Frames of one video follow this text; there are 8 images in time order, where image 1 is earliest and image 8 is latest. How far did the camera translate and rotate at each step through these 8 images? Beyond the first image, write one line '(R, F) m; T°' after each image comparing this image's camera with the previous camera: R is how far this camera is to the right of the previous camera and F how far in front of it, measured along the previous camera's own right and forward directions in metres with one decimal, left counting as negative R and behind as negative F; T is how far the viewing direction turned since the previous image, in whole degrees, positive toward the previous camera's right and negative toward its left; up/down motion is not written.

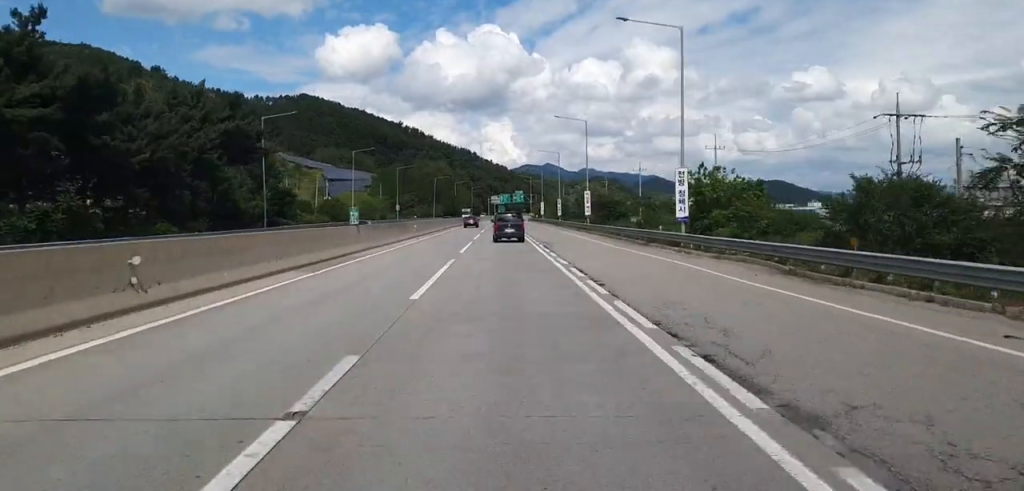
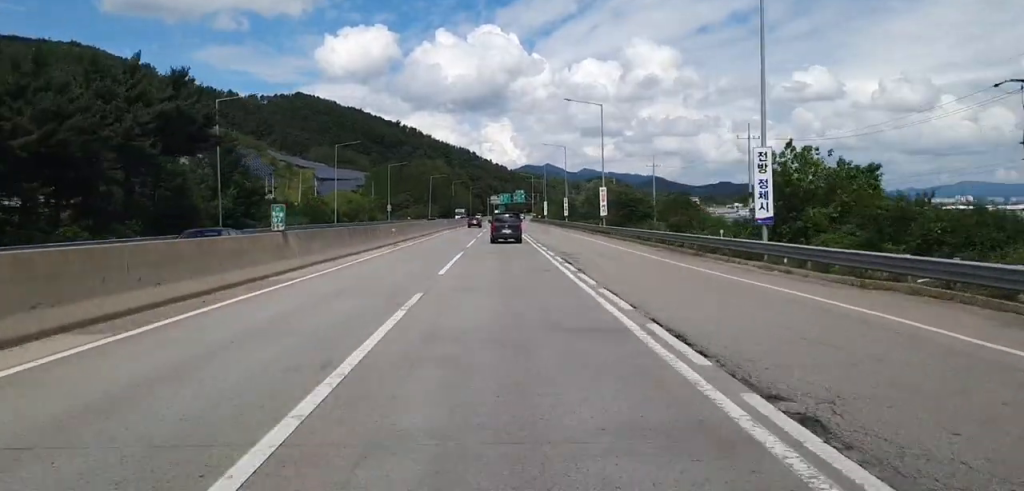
(+0.1, +12.8) m; 0°
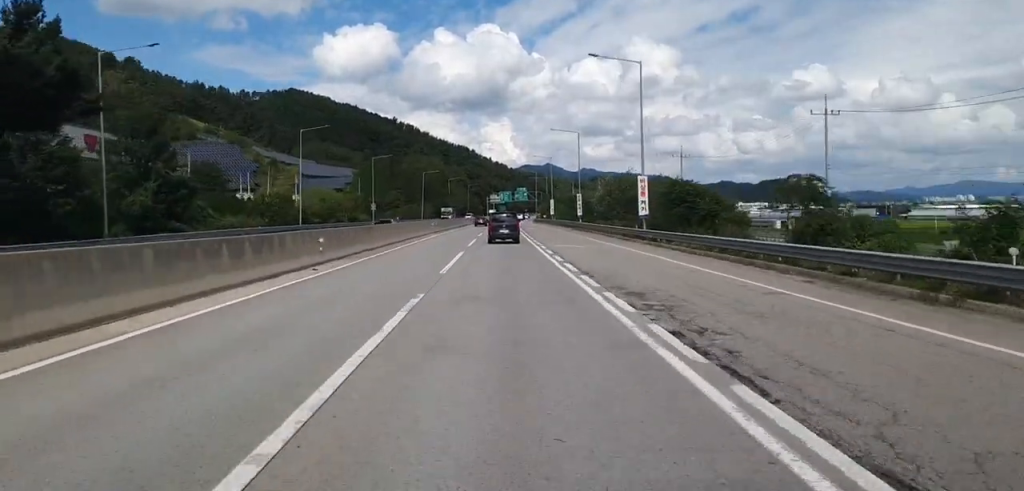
(-0.2, +19.6) m; 0°
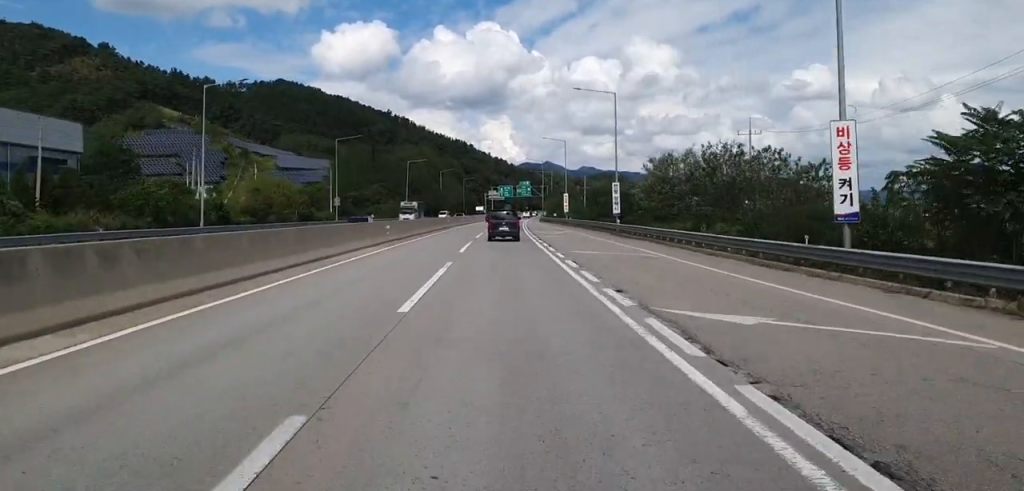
(+0.4, +30.2) m; 0°
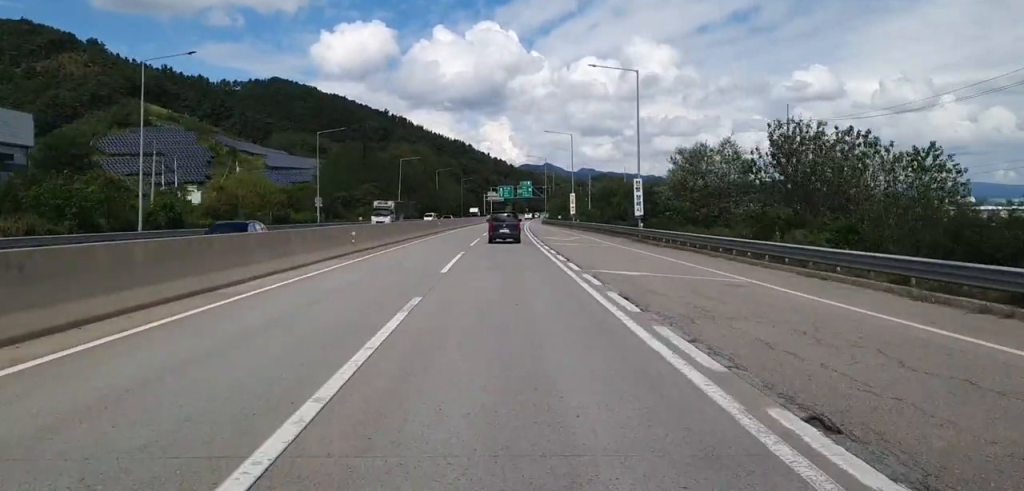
(+0.1, +10.6) m; 0°
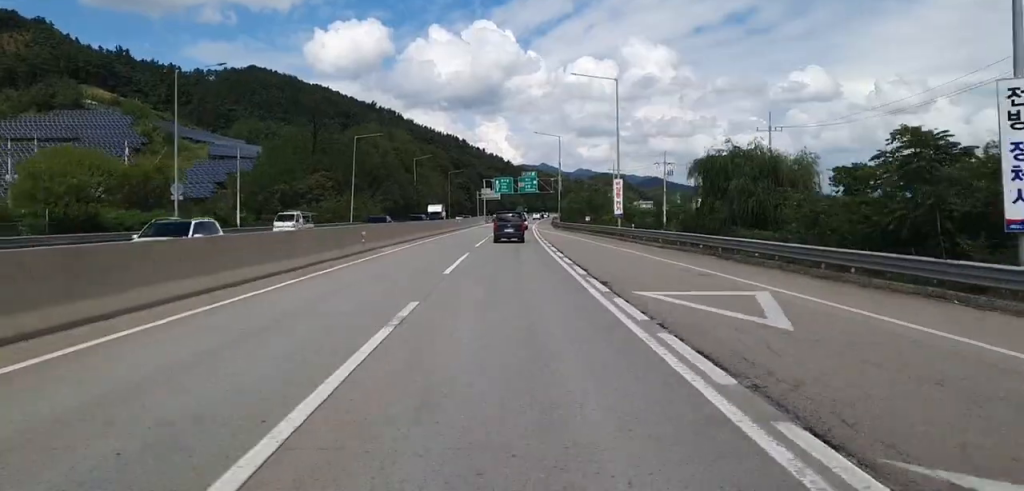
(-0.1, +41.3) m; +1°
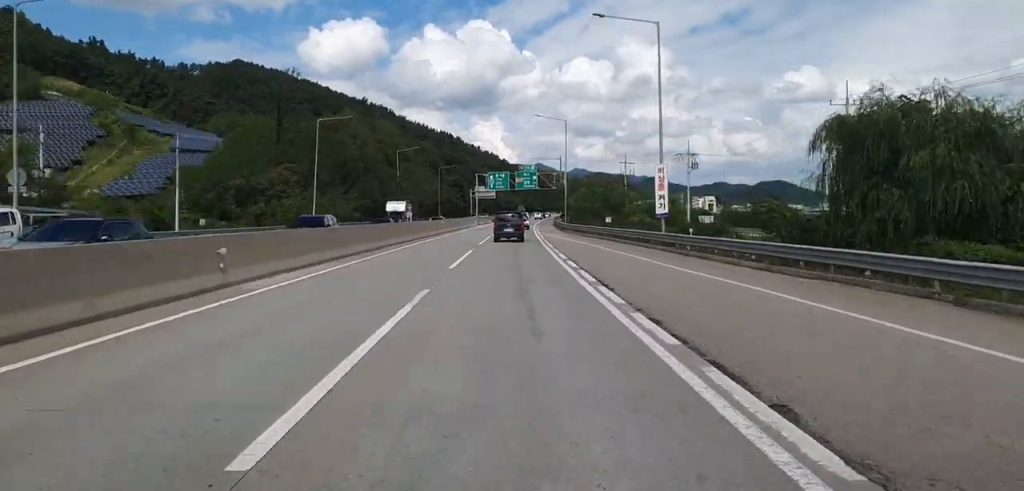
(+0.2, +17.6) m; +1°
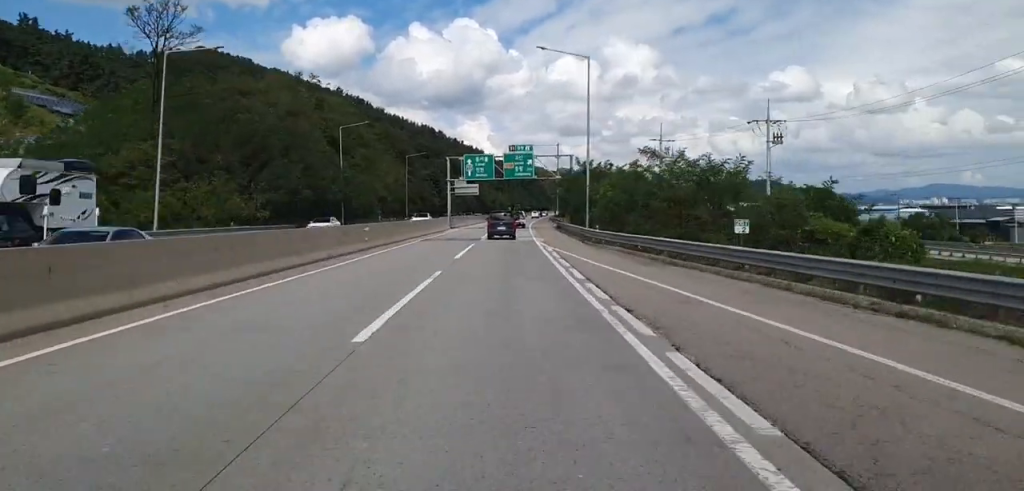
(+0.2, +34.4) m; 0°
